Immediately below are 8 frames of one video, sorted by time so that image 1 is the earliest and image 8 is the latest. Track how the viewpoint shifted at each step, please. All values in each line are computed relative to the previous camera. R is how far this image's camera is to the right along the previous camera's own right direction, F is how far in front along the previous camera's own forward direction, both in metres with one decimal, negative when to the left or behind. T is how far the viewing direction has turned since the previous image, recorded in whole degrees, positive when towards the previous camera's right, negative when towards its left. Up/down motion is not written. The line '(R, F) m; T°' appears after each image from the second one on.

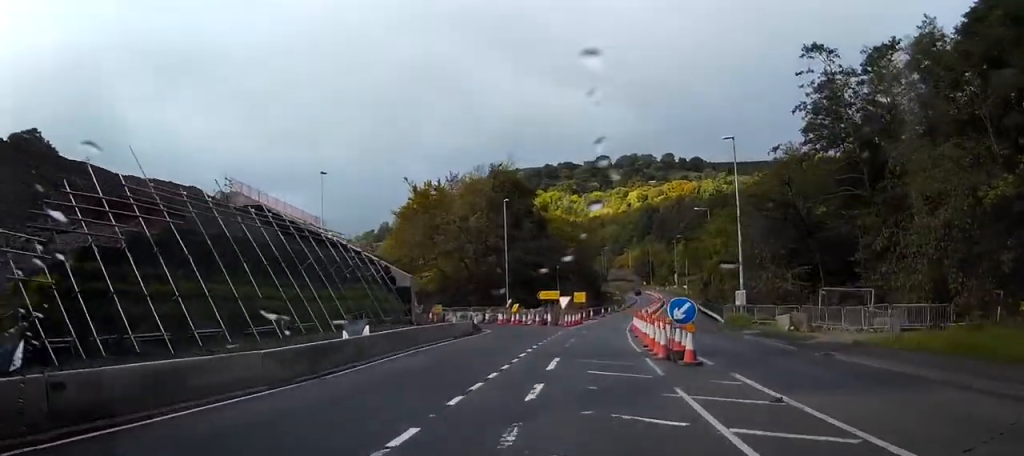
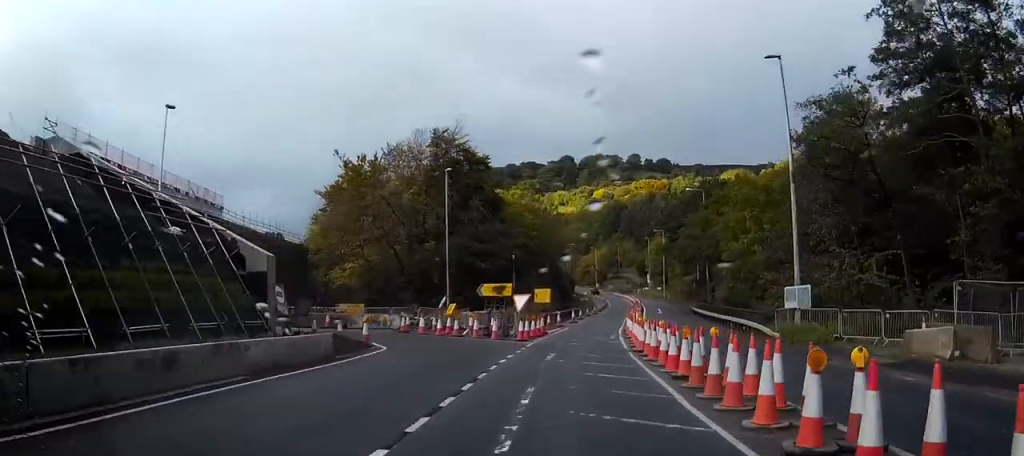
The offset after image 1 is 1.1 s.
(+0.6, +17.9) m; +5°
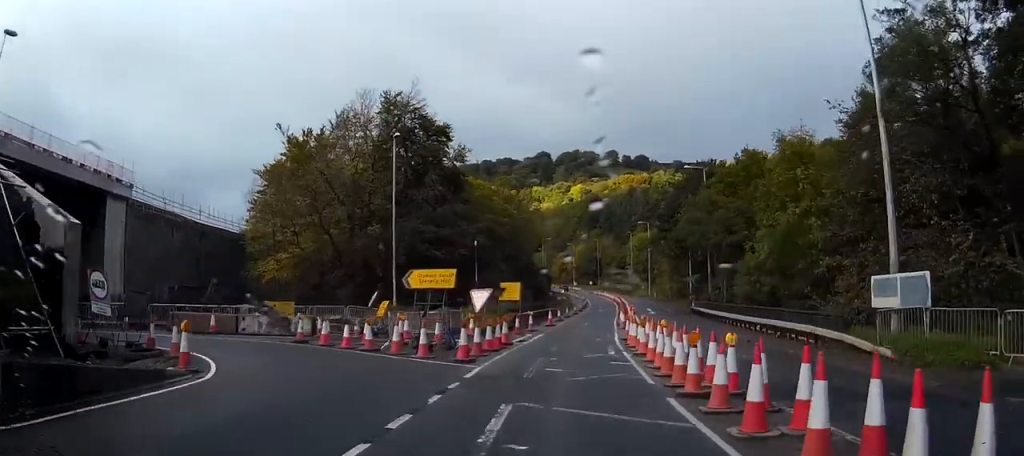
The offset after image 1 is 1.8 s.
(+0.4, +11.5) m; +3°
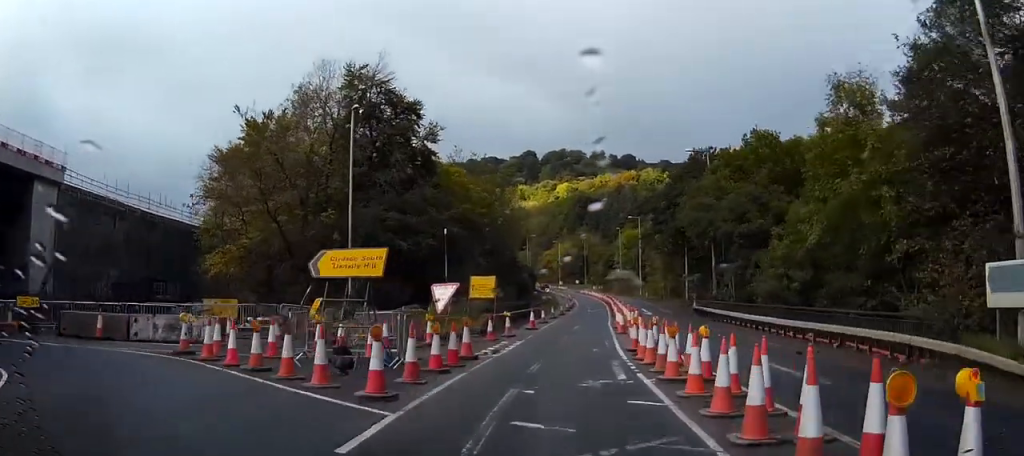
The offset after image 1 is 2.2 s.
(+0.1, +7.1) m; +1°
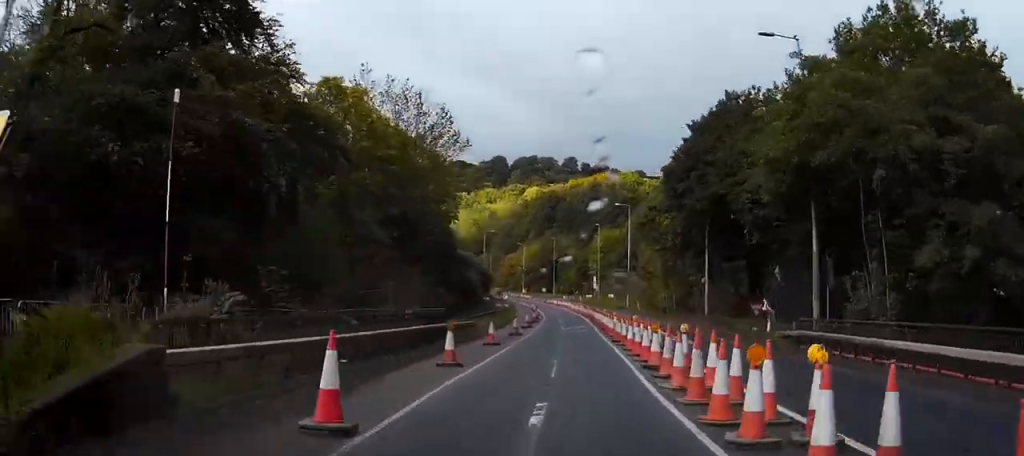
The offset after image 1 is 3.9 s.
(+0.6, +27.1) m; -1°
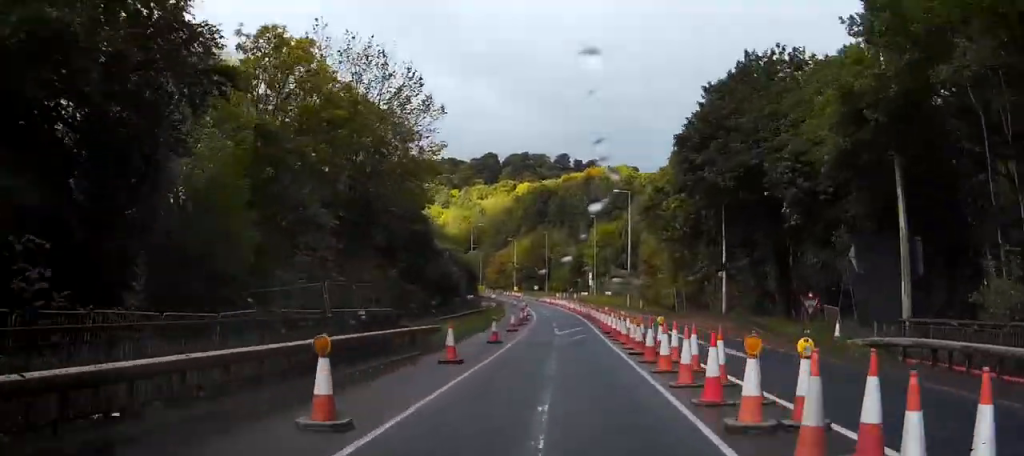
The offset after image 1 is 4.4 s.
(-0.1, +8.2) m; -1°
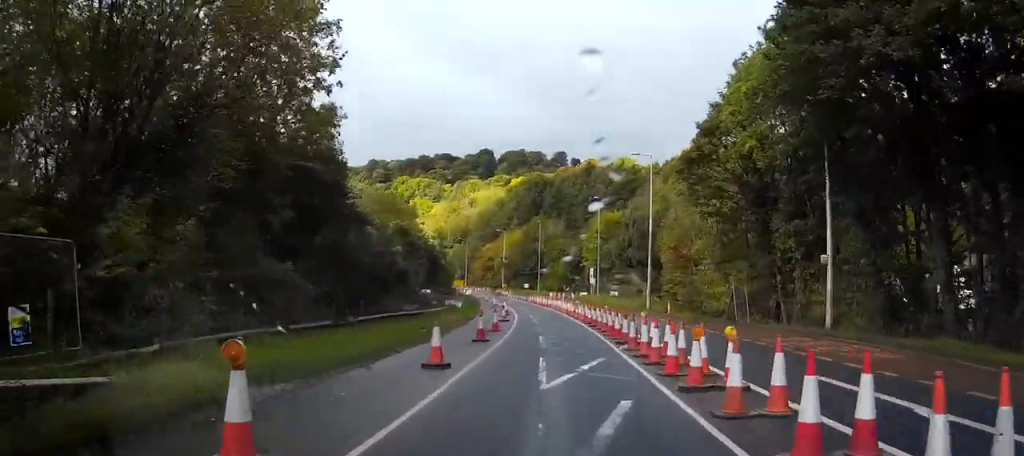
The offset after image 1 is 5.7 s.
(-0.7, +21.6) m; -3°
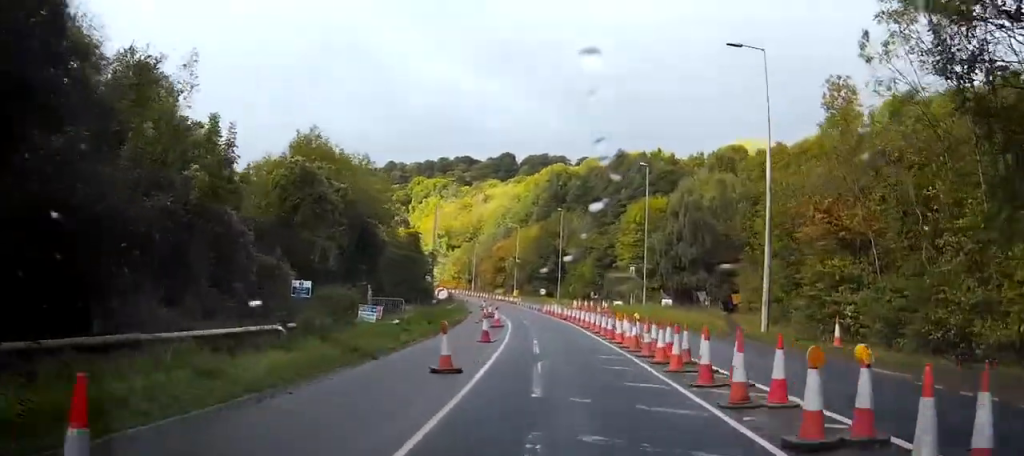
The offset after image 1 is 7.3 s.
(-0.5, +28.1) m; 0°
